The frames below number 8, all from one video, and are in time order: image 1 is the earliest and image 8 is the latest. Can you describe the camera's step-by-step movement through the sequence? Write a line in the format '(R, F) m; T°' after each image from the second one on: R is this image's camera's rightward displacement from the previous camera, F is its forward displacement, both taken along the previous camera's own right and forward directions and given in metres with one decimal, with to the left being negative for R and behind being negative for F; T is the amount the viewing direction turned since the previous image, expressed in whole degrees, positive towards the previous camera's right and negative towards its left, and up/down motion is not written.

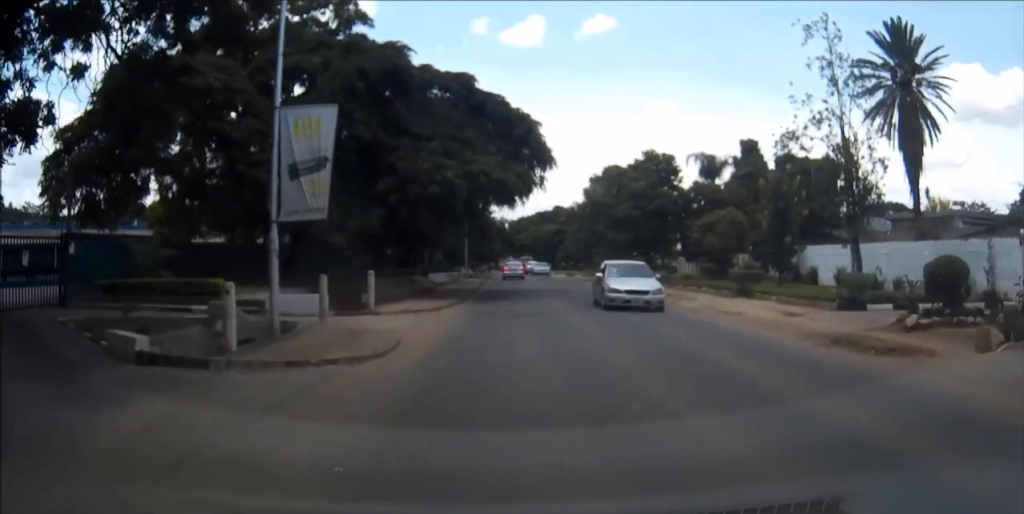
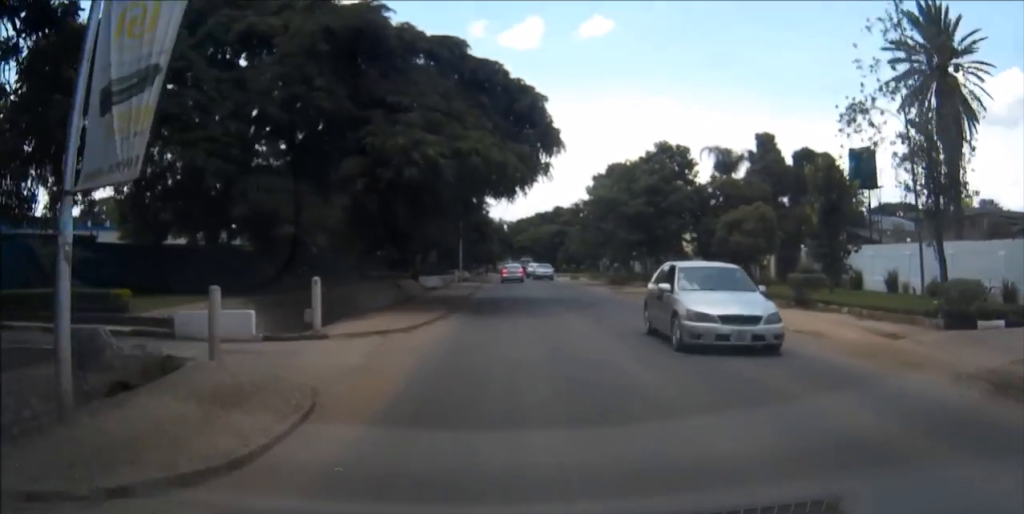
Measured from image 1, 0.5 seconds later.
(0.0, +5.7) m; 0°
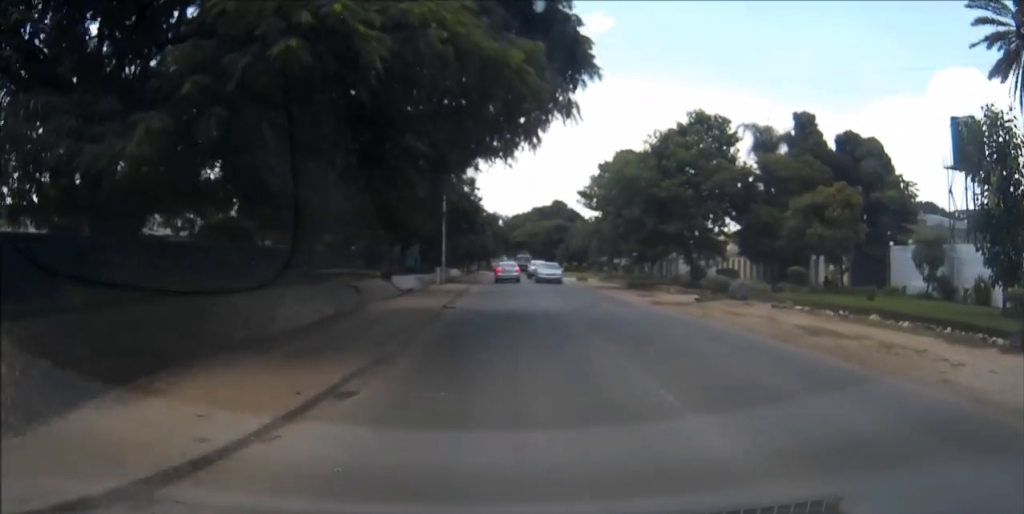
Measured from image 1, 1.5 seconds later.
(+0.1, +11.2) m; +1°
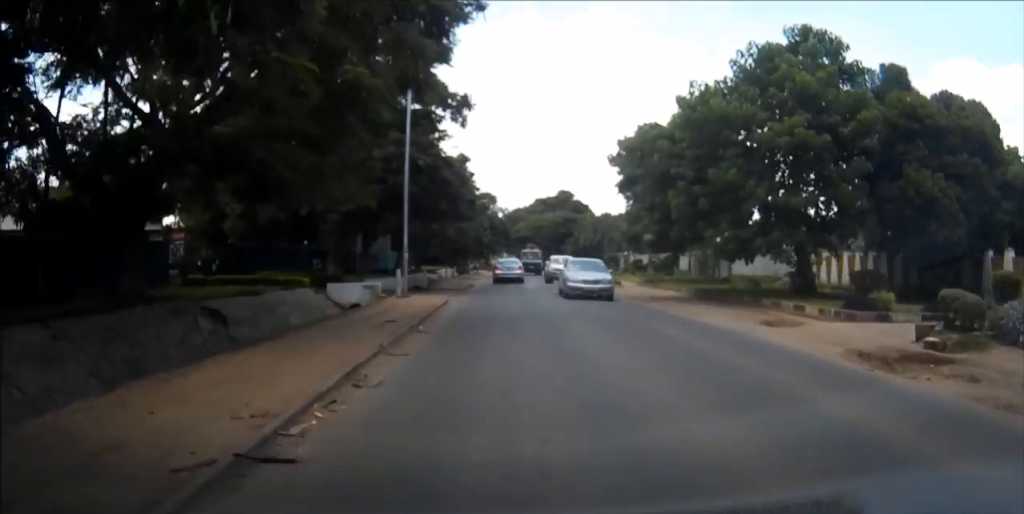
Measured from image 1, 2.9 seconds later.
(+0.1, +16.9) m; 0°
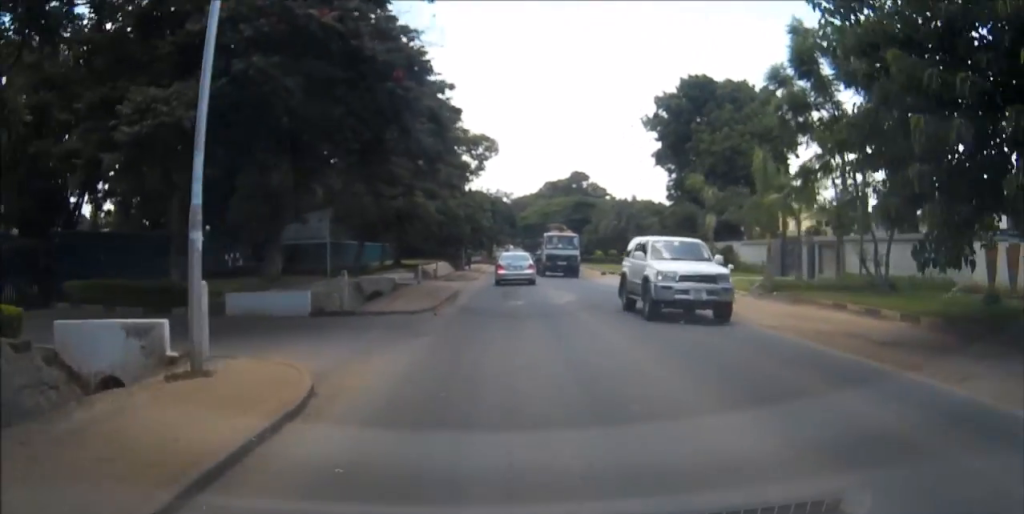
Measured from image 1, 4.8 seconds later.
(+0.1, +19.0) m; +1°
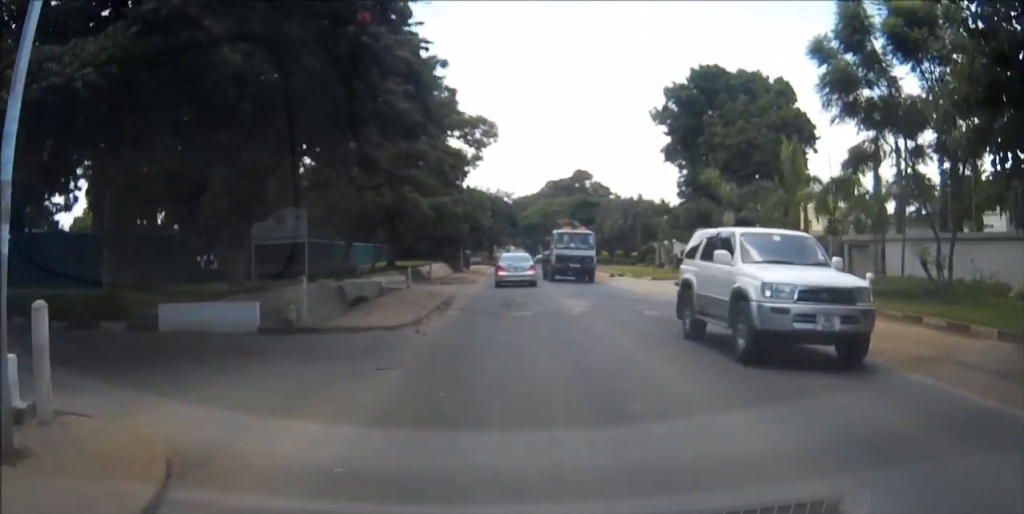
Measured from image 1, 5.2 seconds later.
(0.0, +3.6) m; +1°
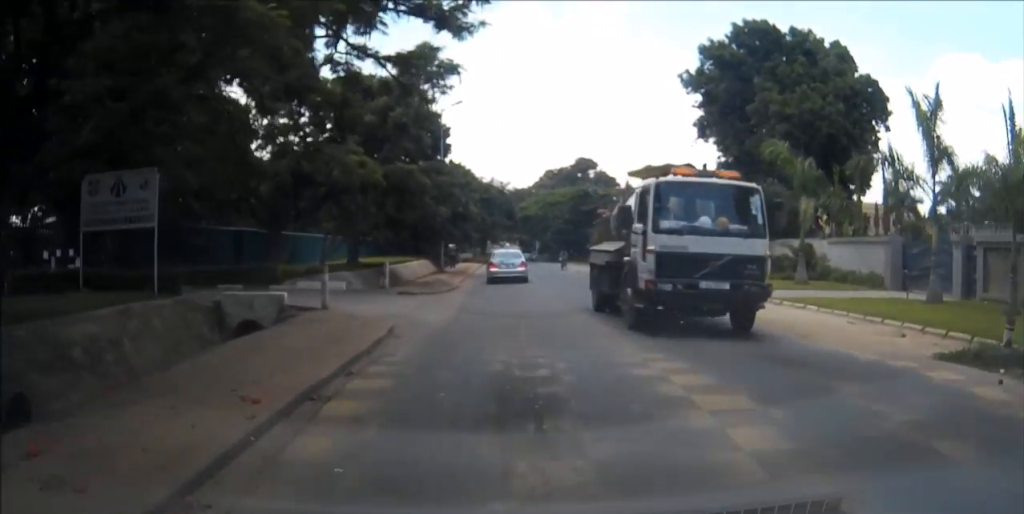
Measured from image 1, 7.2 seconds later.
(+0.4, +12.8) m; +2°
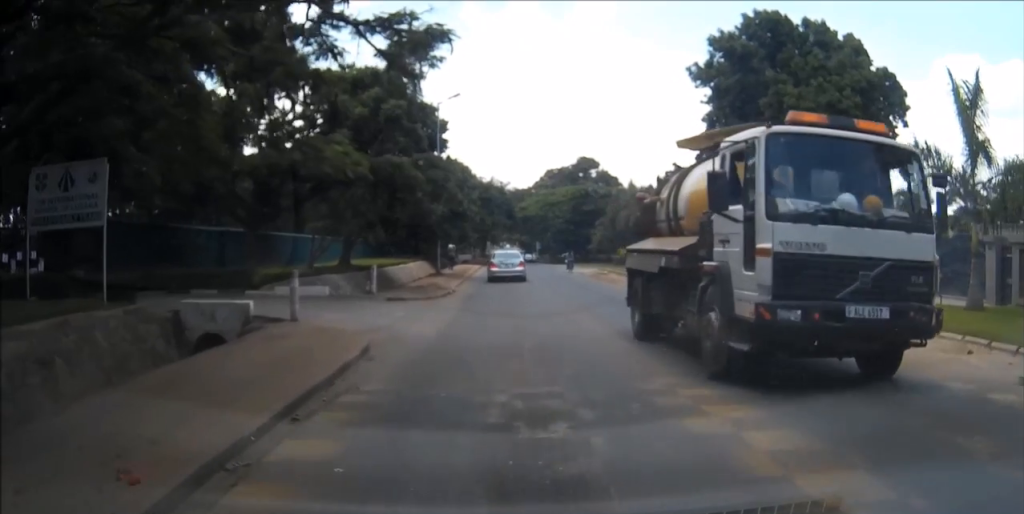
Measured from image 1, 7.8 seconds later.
(-0.1, +2.6) m; -1°
